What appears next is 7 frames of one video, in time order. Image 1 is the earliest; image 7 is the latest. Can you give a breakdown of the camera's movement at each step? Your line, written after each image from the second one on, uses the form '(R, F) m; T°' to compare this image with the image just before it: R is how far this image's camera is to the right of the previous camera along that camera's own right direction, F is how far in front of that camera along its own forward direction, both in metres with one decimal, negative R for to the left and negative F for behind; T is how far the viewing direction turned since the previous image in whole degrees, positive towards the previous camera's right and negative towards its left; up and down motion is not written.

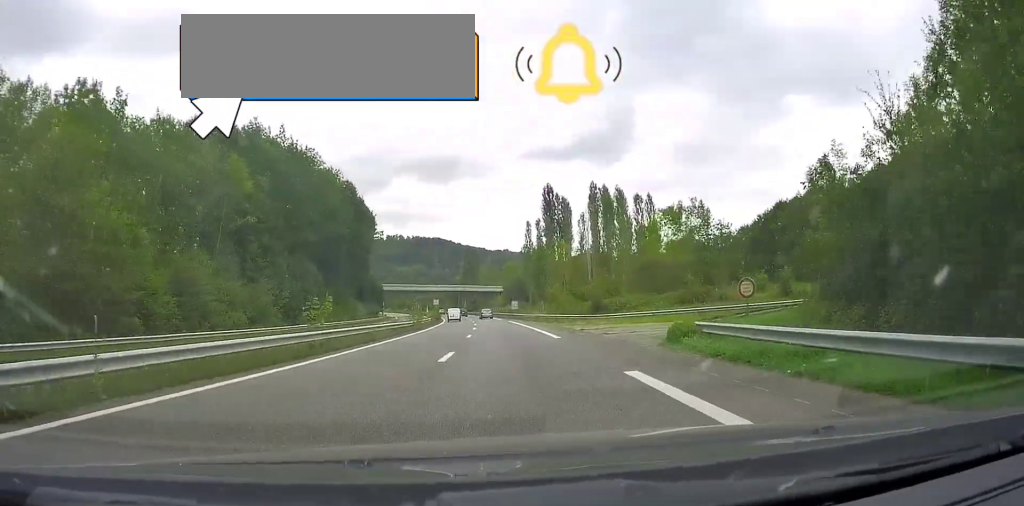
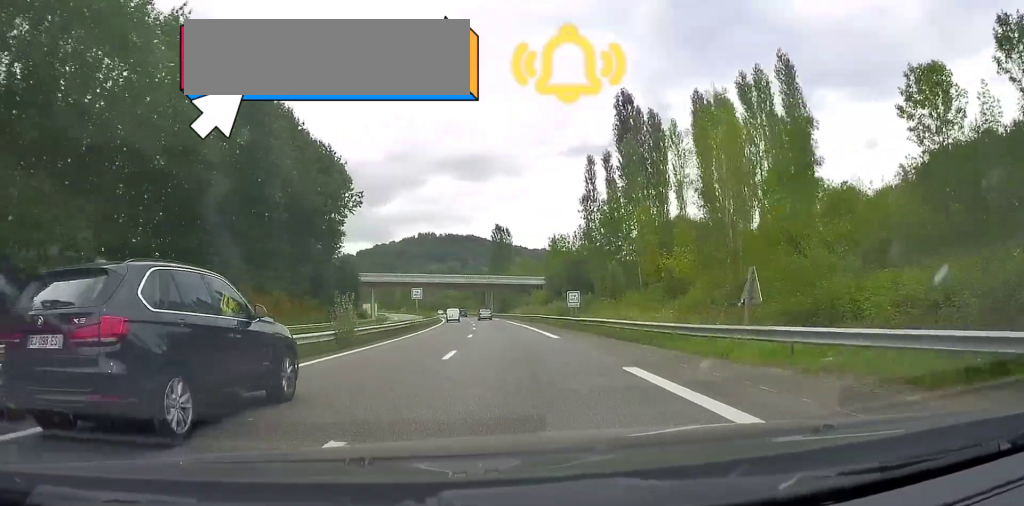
(-1.8, +52.3) m; -3°
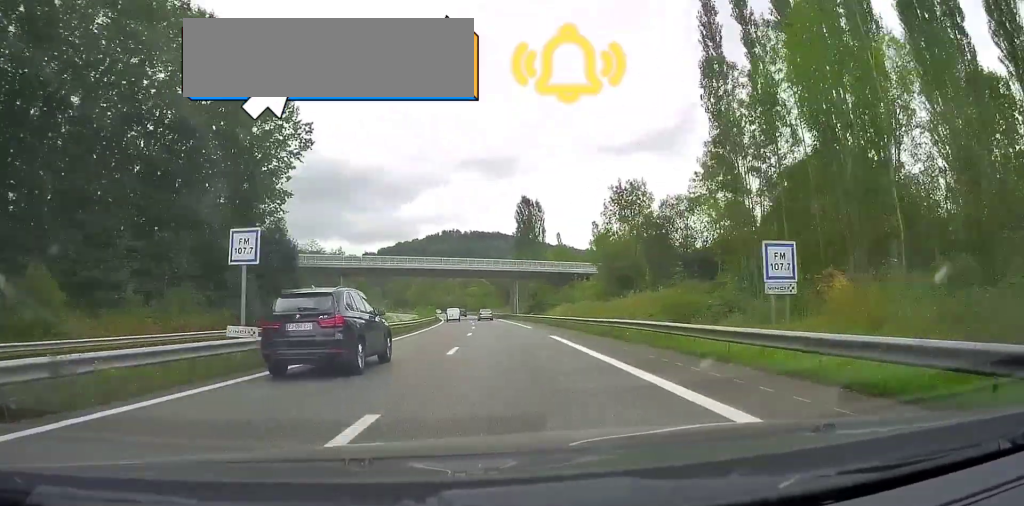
(-0.2, +33.2) m; -2°
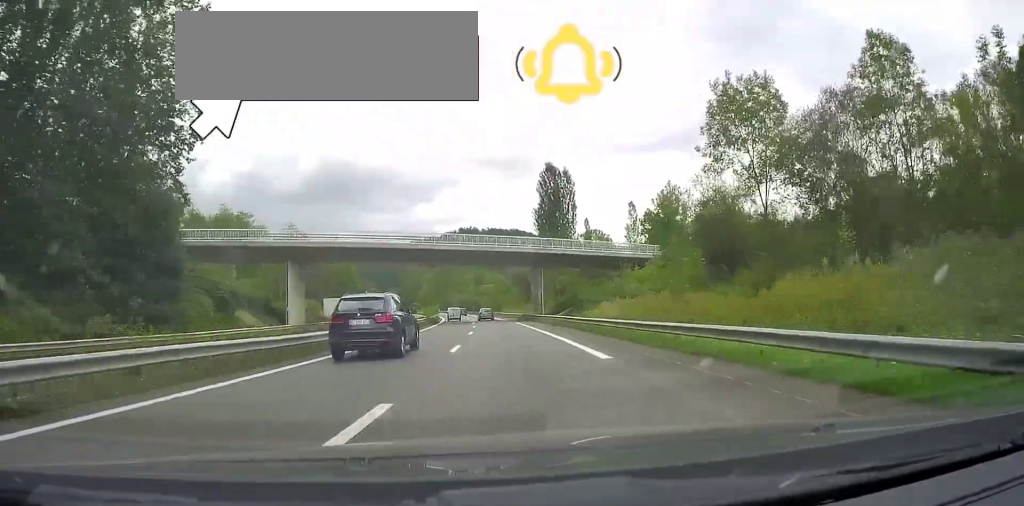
(-0.2, +22.5) m; -2°
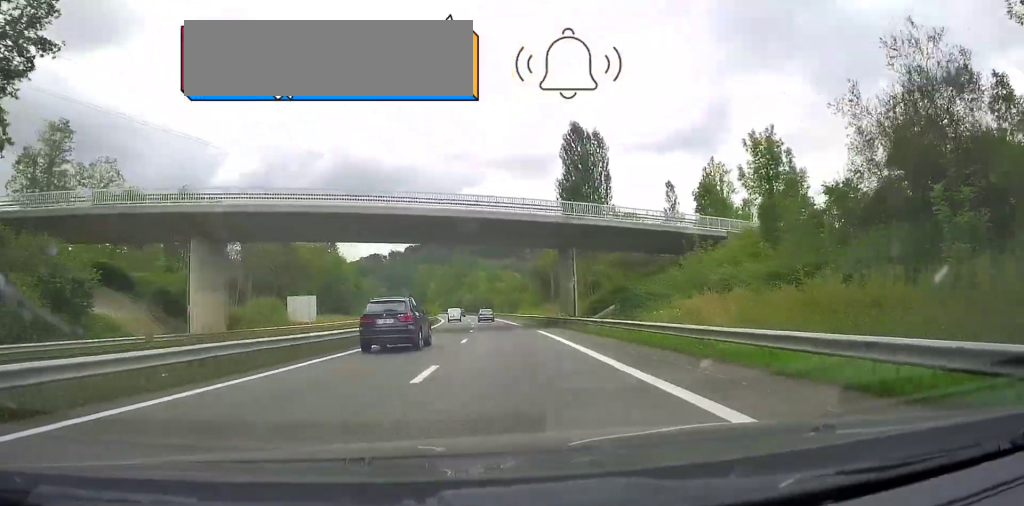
(-0.7, +19.0) m; -1°
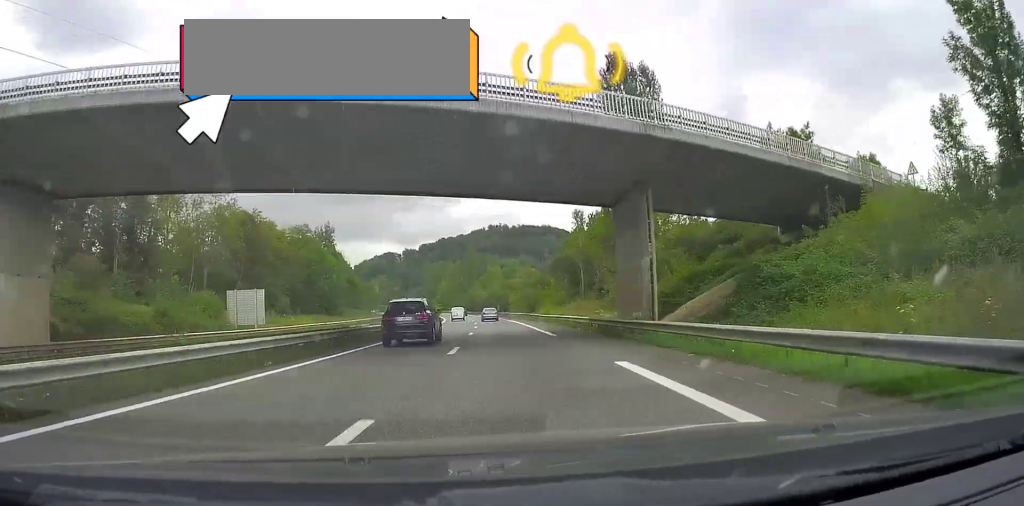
(-0.1, +19.0) m; -1°
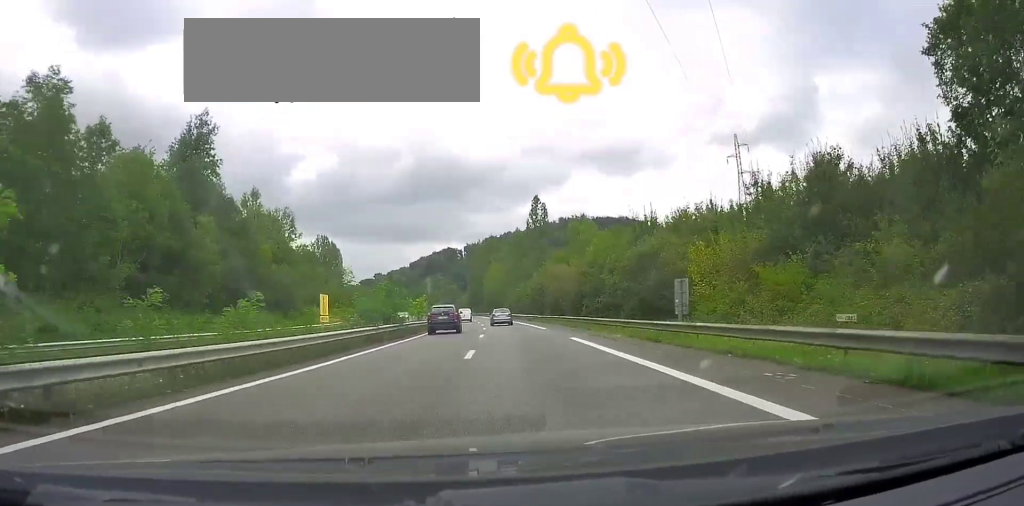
(-5.8, +93.0) m; -7°
